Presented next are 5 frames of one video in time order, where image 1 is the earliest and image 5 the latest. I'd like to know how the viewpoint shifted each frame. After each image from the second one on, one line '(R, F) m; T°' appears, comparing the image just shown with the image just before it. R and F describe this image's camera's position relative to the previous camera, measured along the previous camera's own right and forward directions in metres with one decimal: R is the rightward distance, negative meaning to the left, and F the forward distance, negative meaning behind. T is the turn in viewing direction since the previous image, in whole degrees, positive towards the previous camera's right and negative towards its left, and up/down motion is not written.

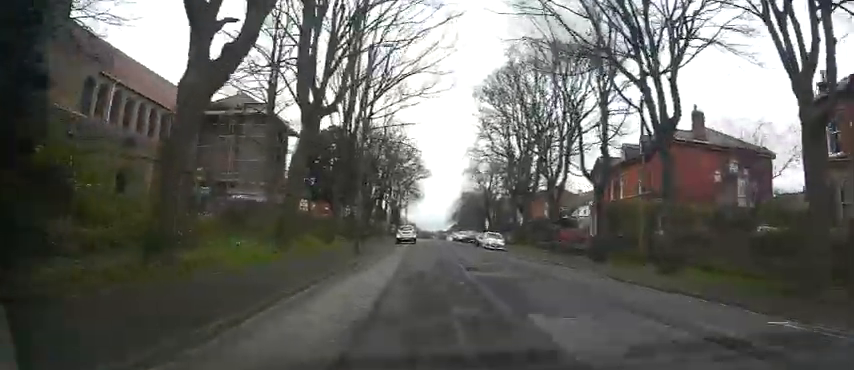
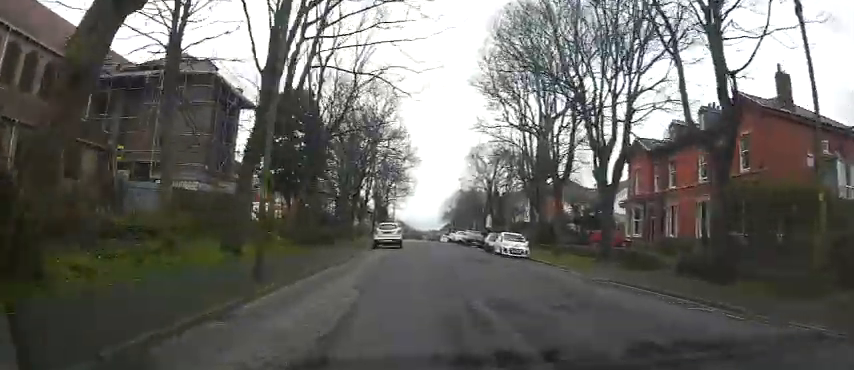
(0.0, +13.2) m; 0°
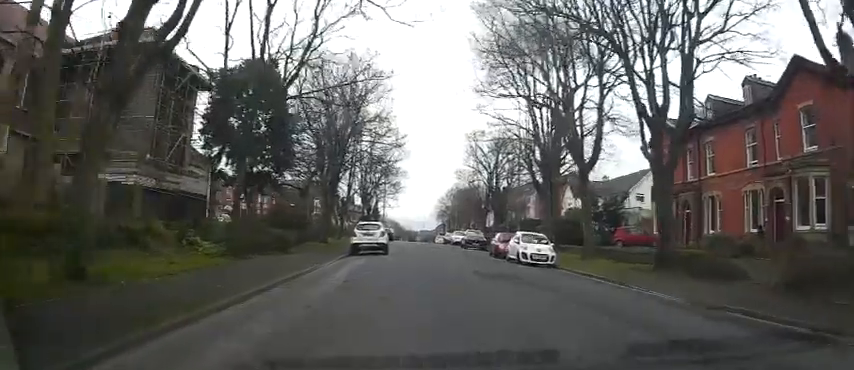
(0.0, +7.3) m; +2°
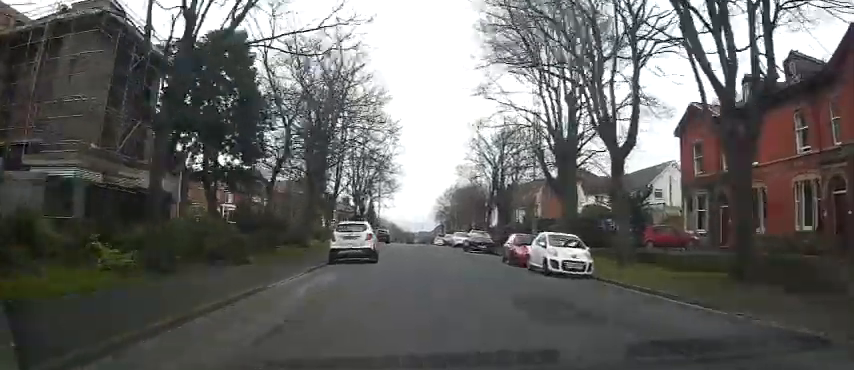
(0.0, +5.0) m; 0°
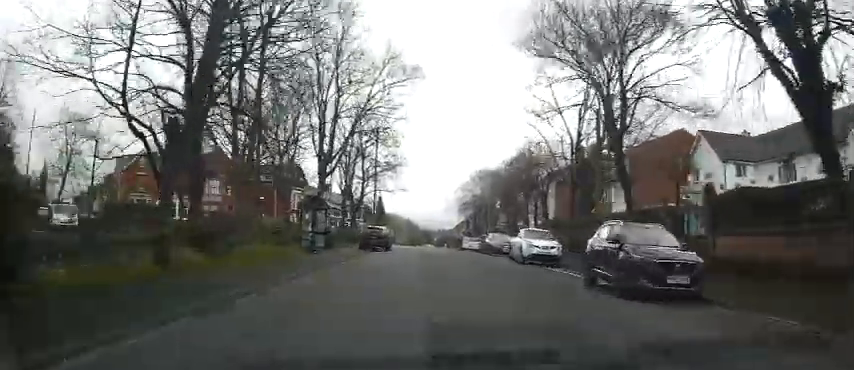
(-0.4, +27.8) m; 0°
